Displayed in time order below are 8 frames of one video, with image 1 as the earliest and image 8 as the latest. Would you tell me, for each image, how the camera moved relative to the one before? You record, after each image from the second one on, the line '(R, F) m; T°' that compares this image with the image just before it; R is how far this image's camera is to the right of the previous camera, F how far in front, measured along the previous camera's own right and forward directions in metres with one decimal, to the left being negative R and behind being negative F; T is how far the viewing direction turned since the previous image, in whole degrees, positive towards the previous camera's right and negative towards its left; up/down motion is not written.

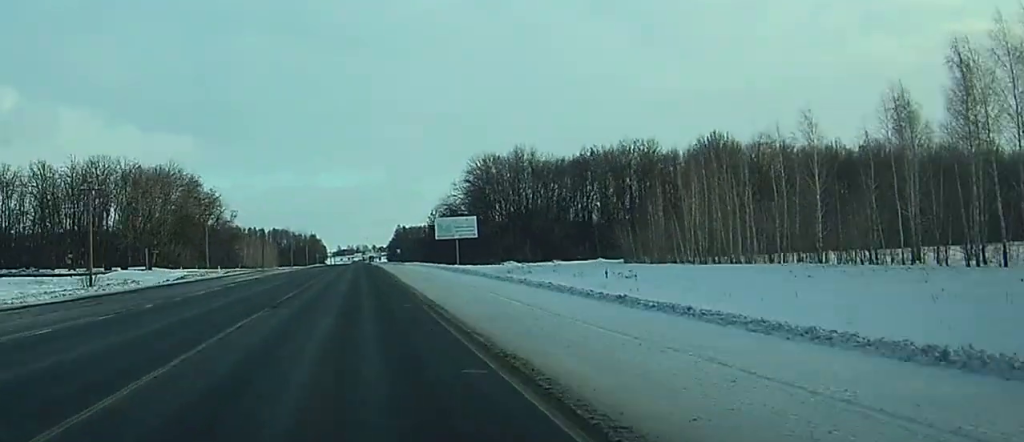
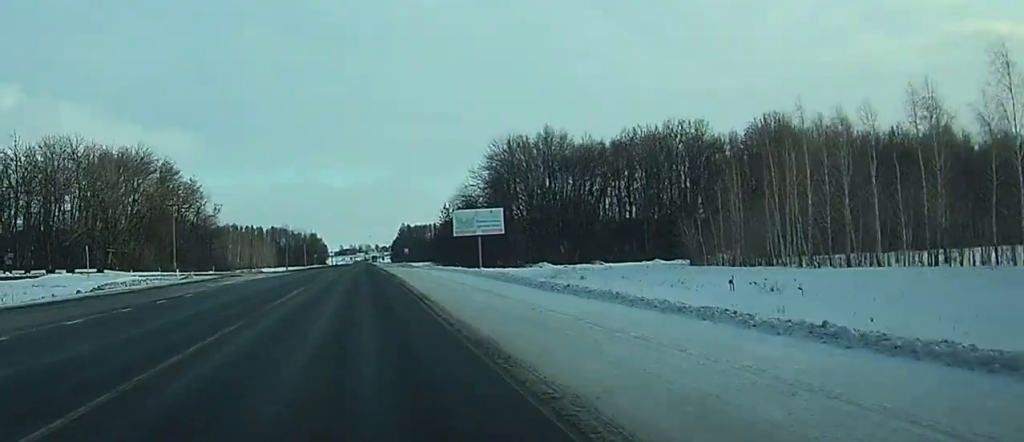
(0.0, +22.4) m; 0°
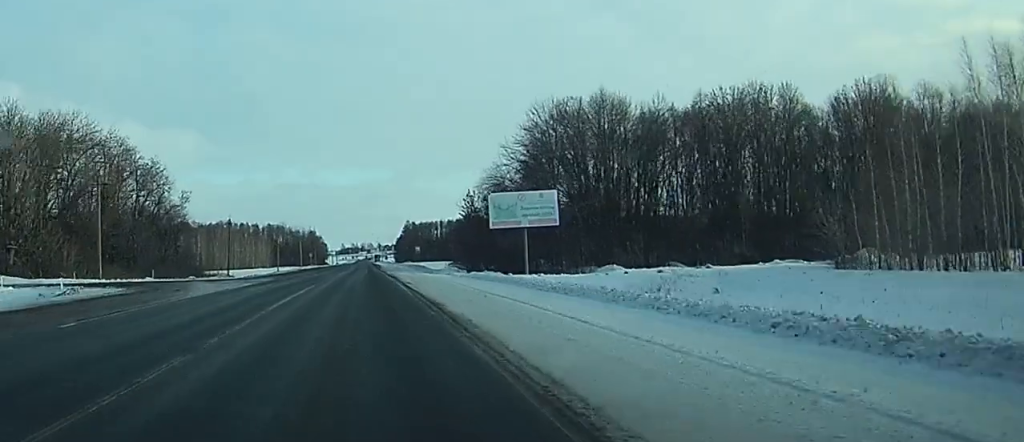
(-0.1, +28.7) m; 0°
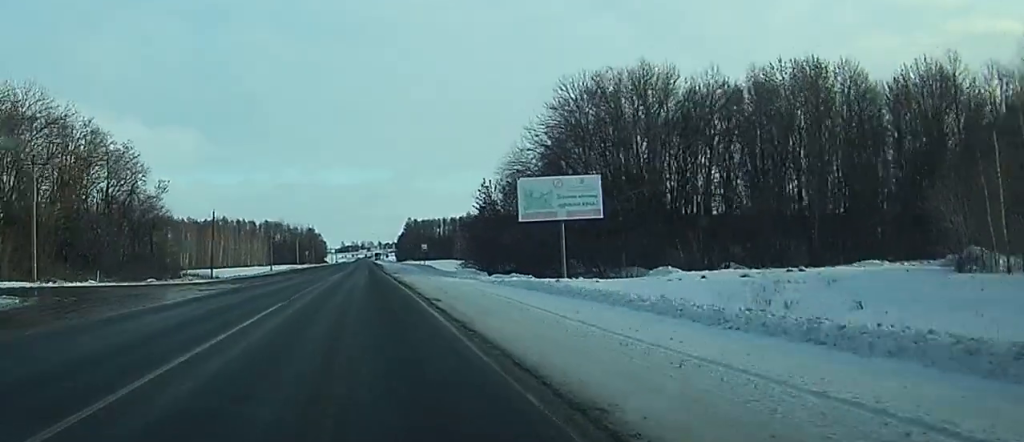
(0.0, +14.2) m; 0°
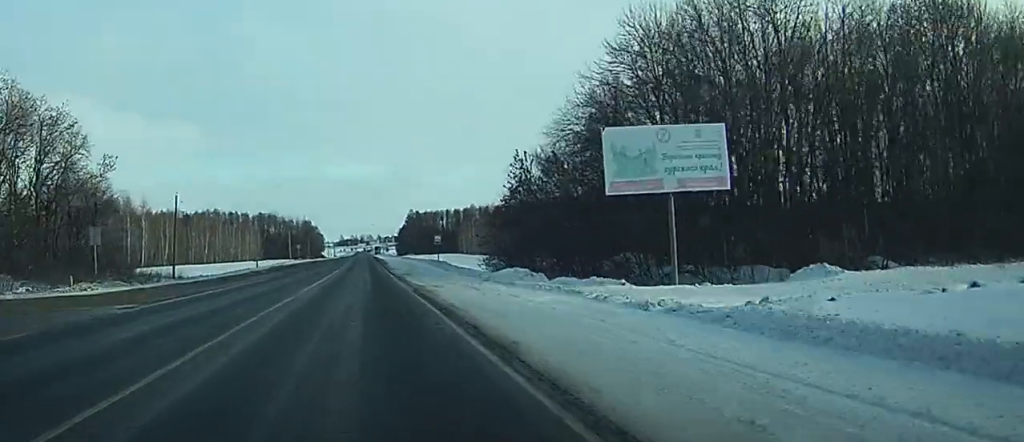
(0.0, +22.4) m; 0°
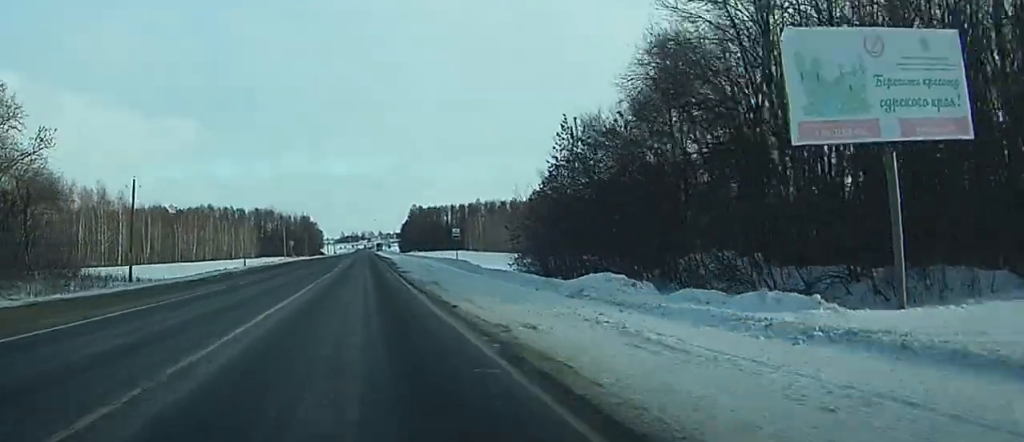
(-0.1, +17.5) m; +2°
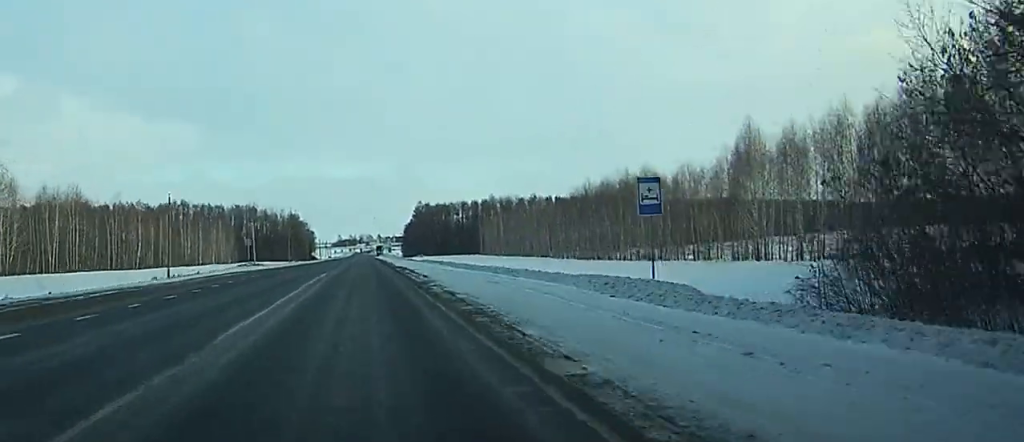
(-1.7, +53.5) m; -6°
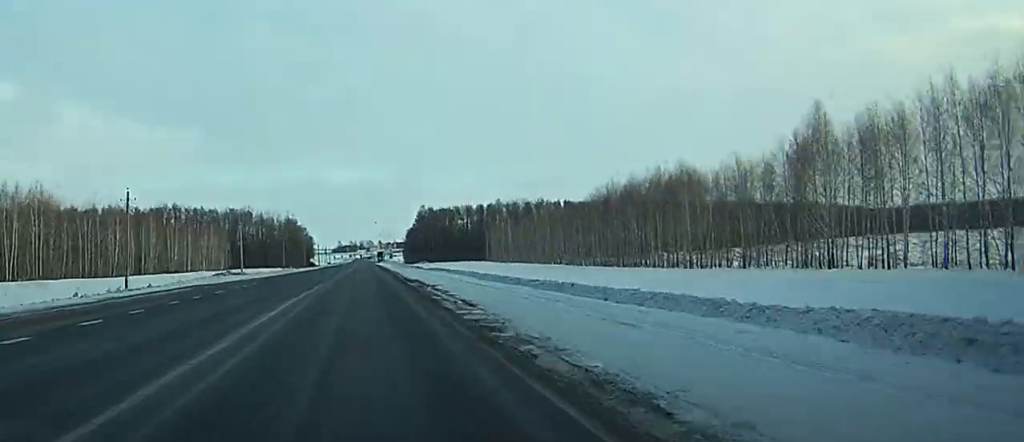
(-0.5, +16.1) m; 0°
